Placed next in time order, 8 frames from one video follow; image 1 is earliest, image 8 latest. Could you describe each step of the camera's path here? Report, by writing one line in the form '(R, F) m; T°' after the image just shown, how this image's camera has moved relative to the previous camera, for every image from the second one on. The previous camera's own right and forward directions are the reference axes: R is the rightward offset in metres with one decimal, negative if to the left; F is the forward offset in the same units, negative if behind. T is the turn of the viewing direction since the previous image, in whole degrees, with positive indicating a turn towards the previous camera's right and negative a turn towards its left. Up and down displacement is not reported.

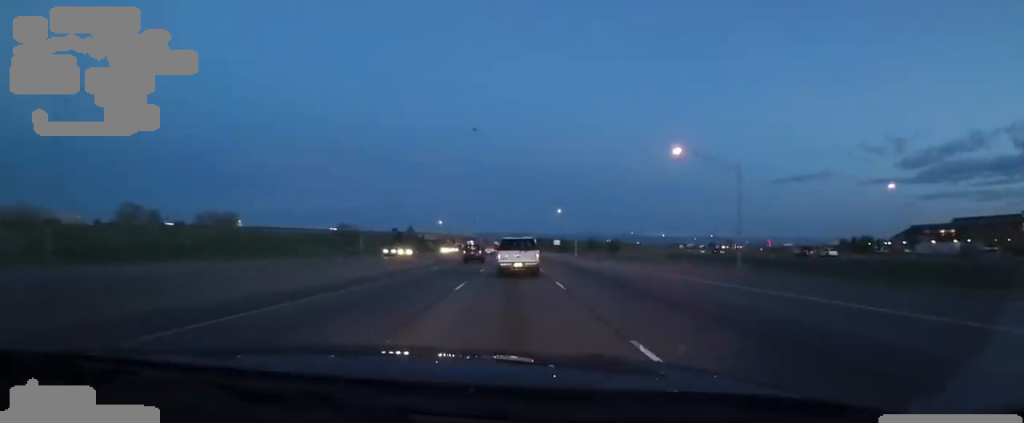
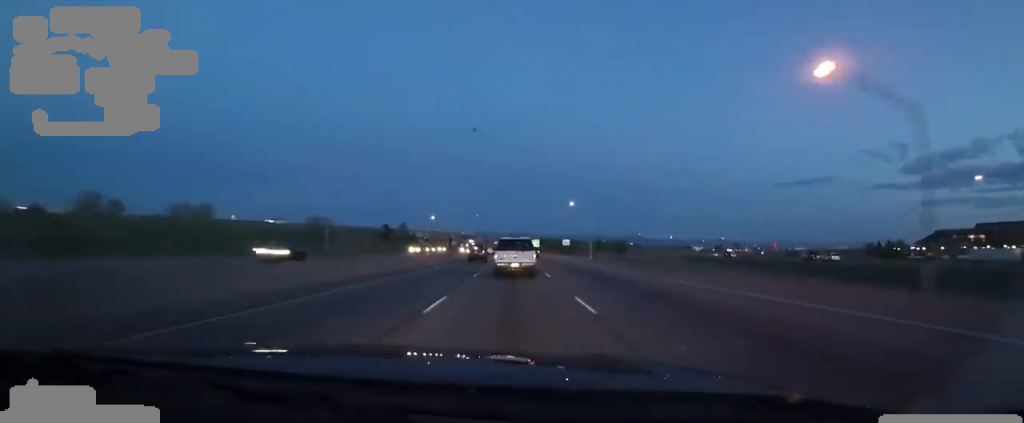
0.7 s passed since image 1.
(0.0, +17.2) m; -1°
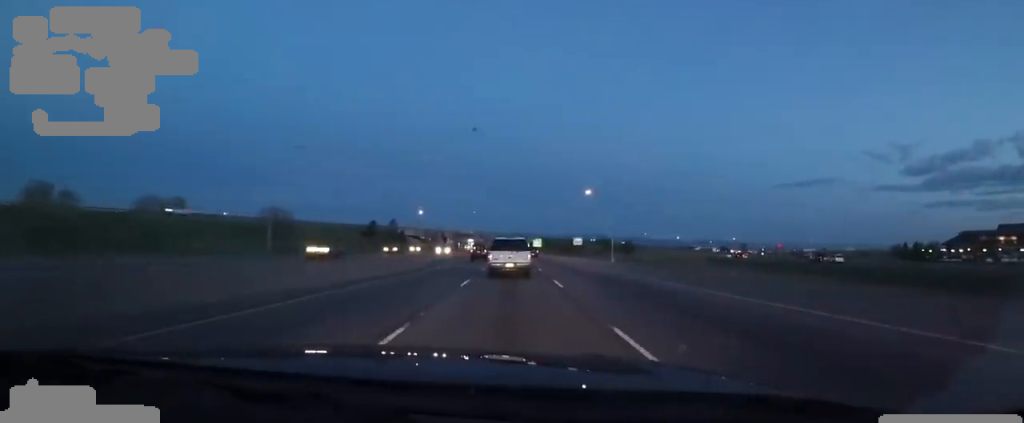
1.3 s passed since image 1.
(+0.2, +17.1) m; -2°
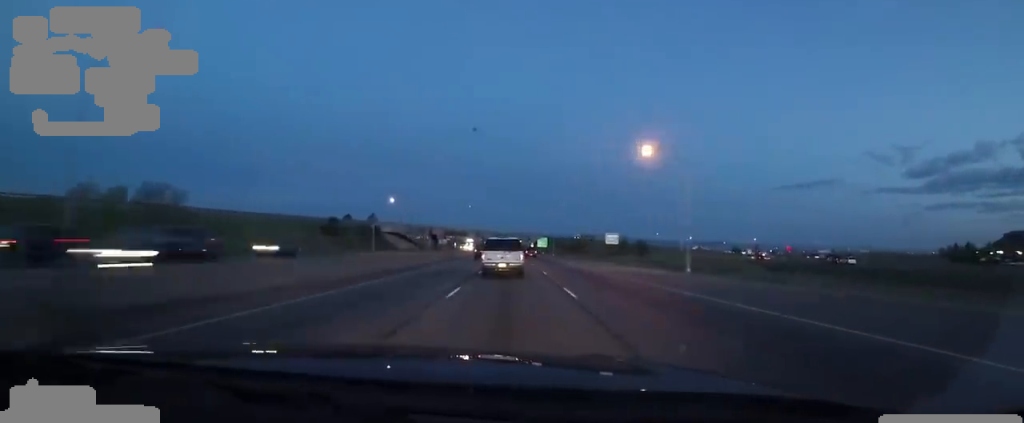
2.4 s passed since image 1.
(-1.3, +27.1) m; -1°
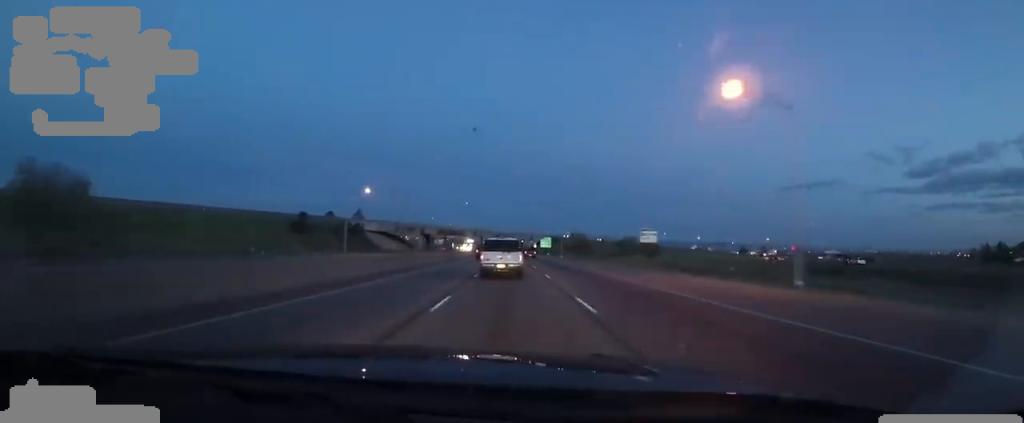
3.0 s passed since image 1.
(+0.6, +14.7) m; +2°
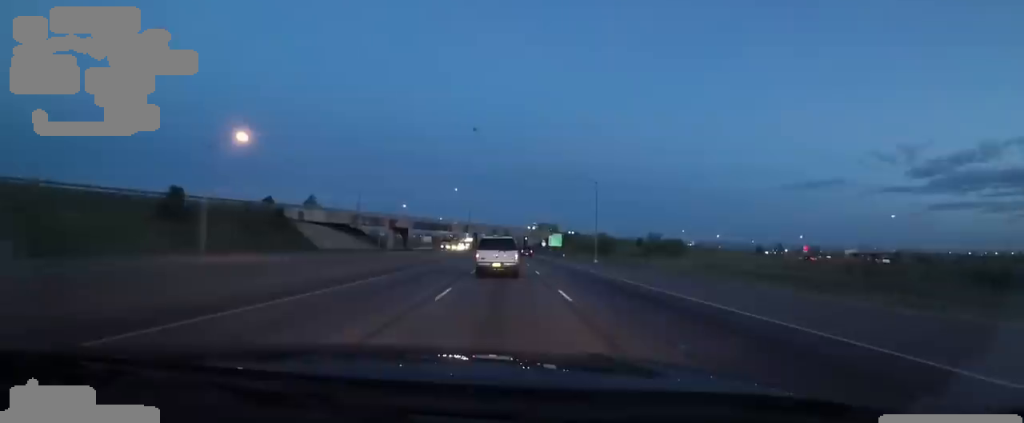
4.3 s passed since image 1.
(+1.0, +33.9) m; +2°
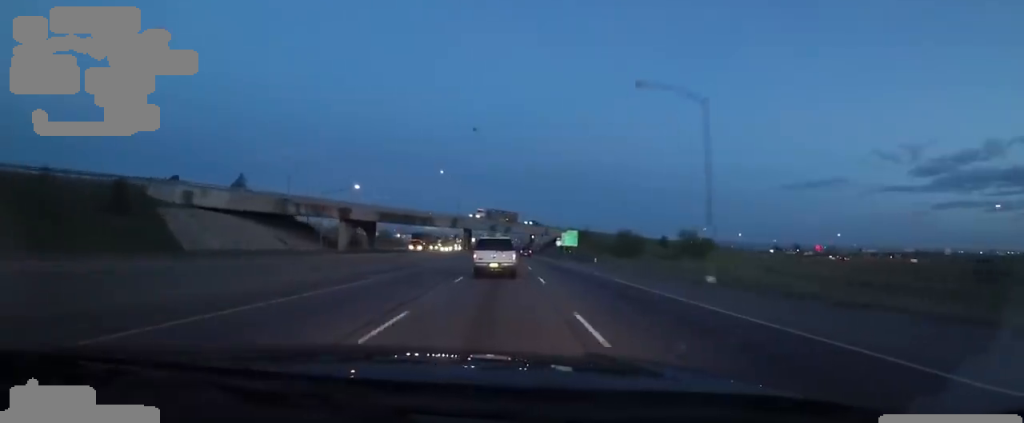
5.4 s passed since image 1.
(0.0, +30.8) m; -1°
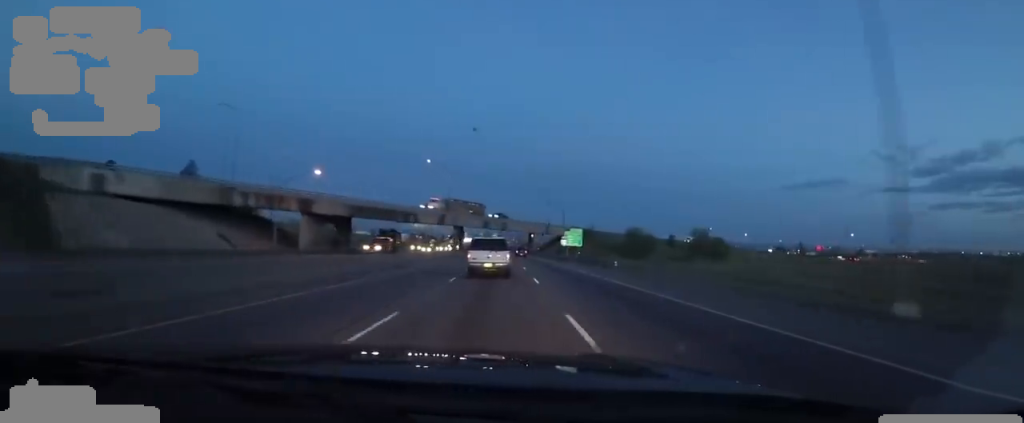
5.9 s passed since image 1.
(-0.2, +12.7) m; 0°
